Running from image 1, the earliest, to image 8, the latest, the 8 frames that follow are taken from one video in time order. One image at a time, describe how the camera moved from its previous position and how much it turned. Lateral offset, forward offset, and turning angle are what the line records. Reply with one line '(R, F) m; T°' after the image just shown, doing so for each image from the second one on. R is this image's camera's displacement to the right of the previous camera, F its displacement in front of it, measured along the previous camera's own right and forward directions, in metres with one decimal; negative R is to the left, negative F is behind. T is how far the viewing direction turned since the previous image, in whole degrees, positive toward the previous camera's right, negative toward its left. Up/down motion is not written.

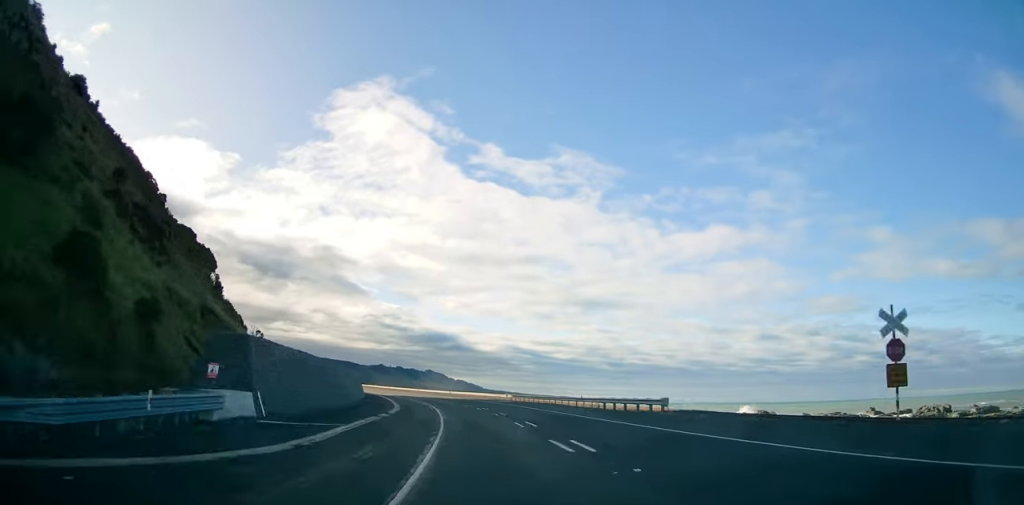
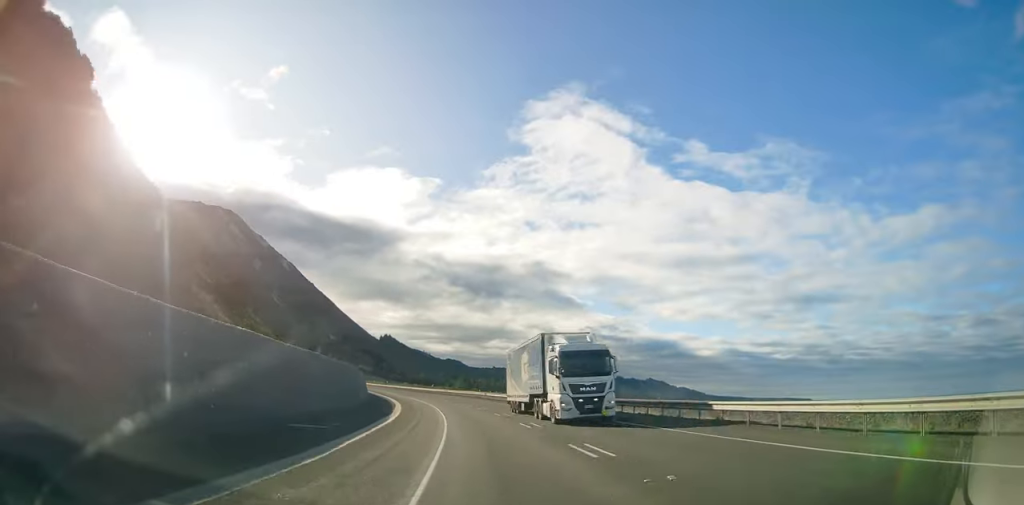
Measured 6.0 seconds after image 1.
(-24.4, +121.3) m; -23°
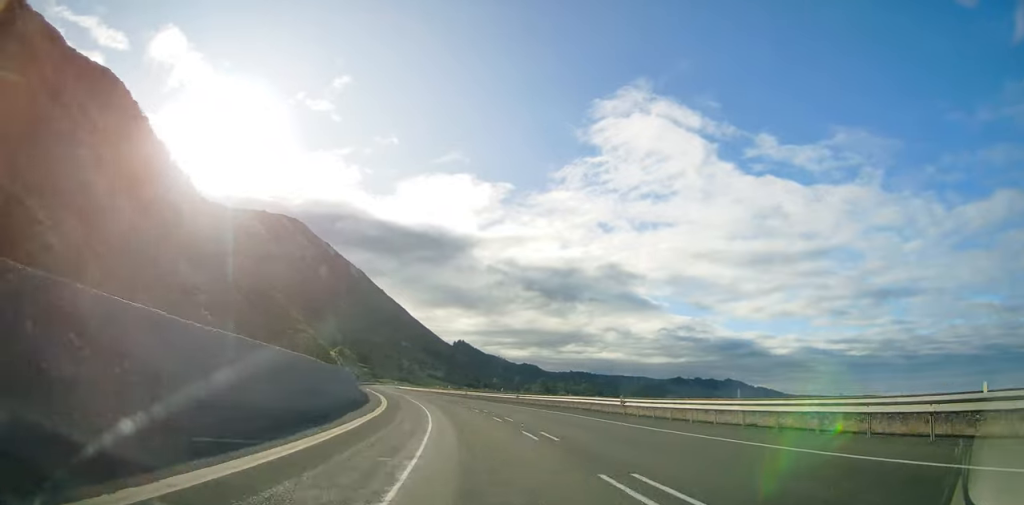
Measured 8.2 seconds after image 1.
(-4.1, +46.7) m; -8°
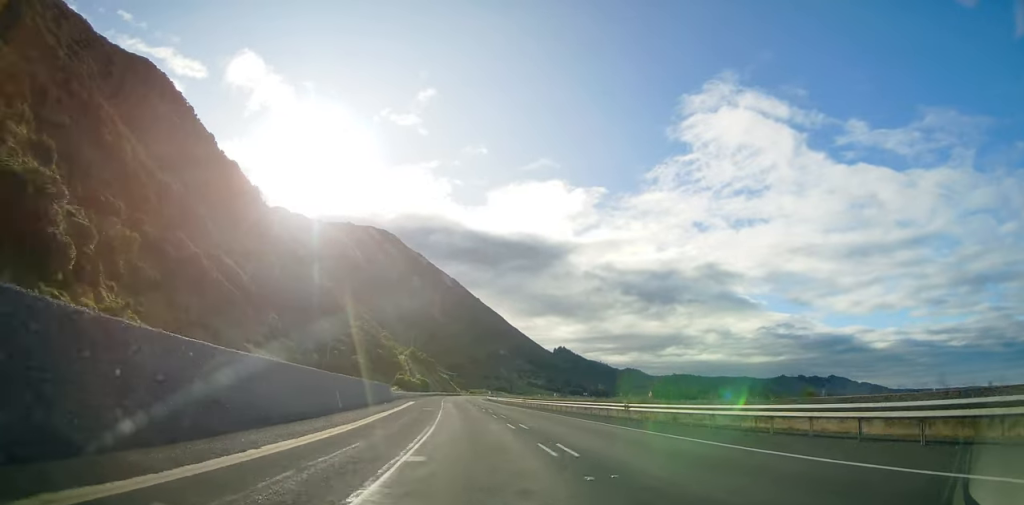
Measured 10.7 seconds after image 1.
(-4.7, +53.7) m; -7°
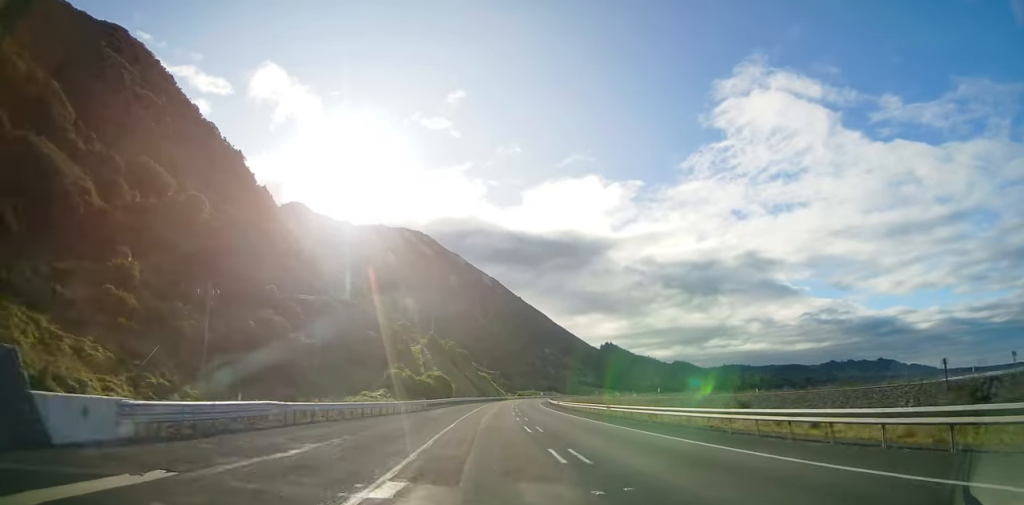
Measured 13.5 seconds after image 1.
(-3.4, +62.1) m; -2°
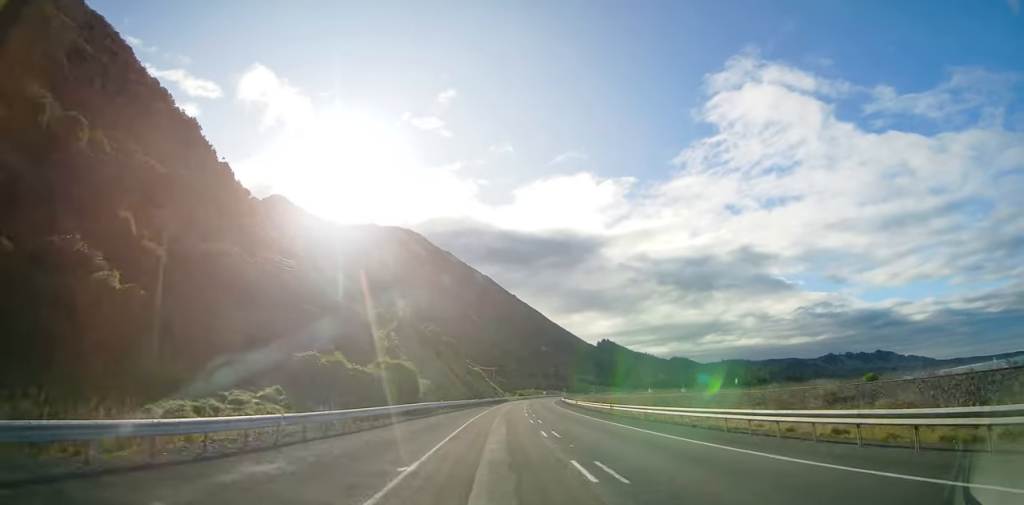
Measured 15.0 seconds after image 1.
(-1.0, +33.8) m; +1°
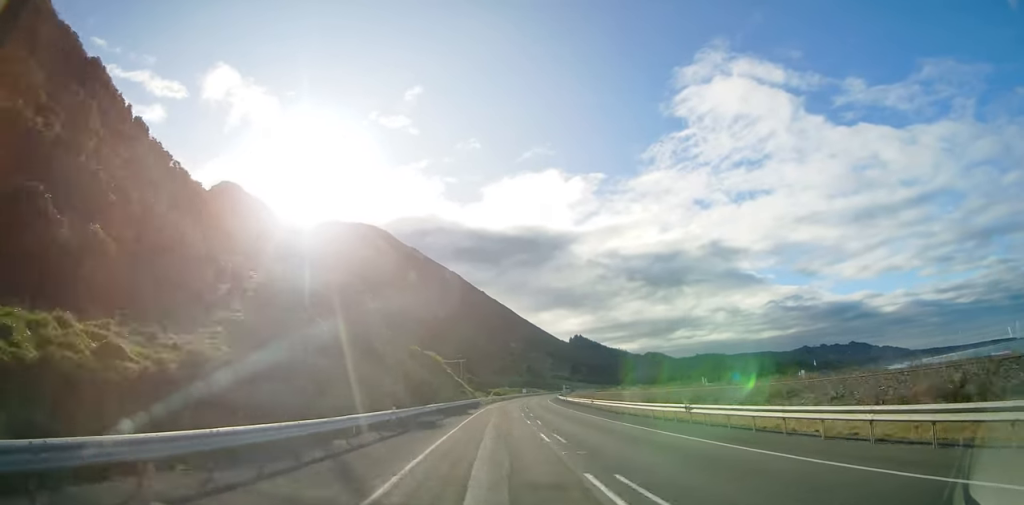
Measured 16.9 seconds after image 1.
(+1.9, +44.2) m; +3°
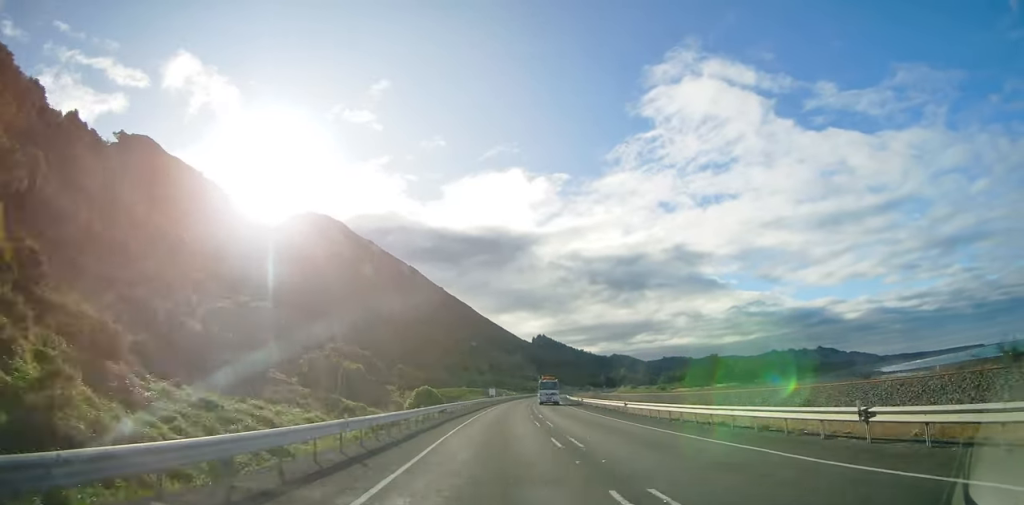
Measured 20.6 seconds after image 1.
(+3.9, +88.0) m; +4°
